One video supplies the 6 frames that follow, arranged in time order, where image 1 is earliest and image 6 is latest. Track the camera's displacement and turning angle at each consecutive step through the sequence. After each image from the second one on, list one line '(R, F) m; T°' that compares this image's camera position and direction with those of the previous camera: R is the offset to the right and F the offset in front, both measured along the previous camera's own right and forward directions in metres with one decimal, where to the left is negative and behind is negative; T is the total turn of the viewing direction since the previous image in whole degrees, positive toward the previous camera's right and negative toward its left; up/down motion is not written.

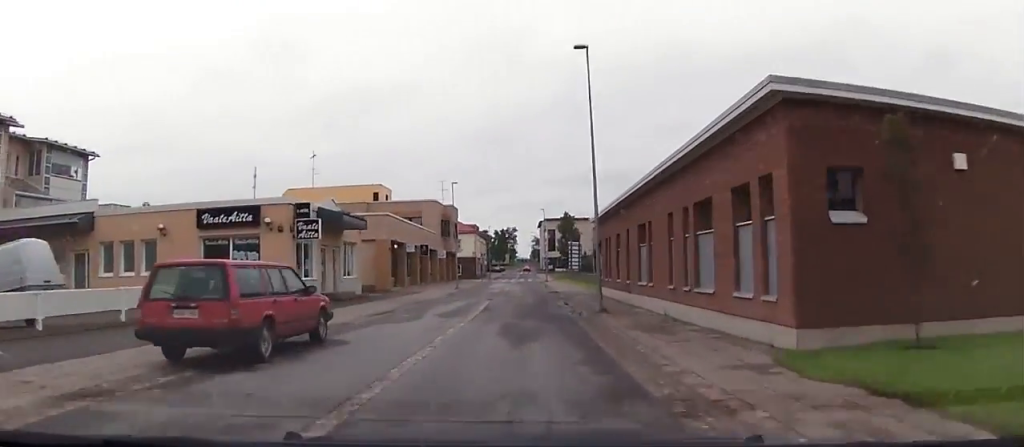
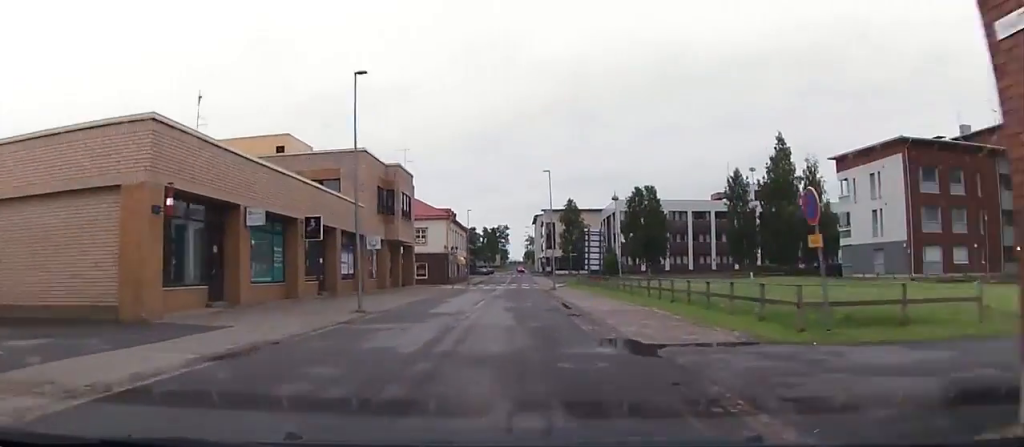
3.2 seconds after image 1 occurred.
(-0.4, +31.1) m; +1°
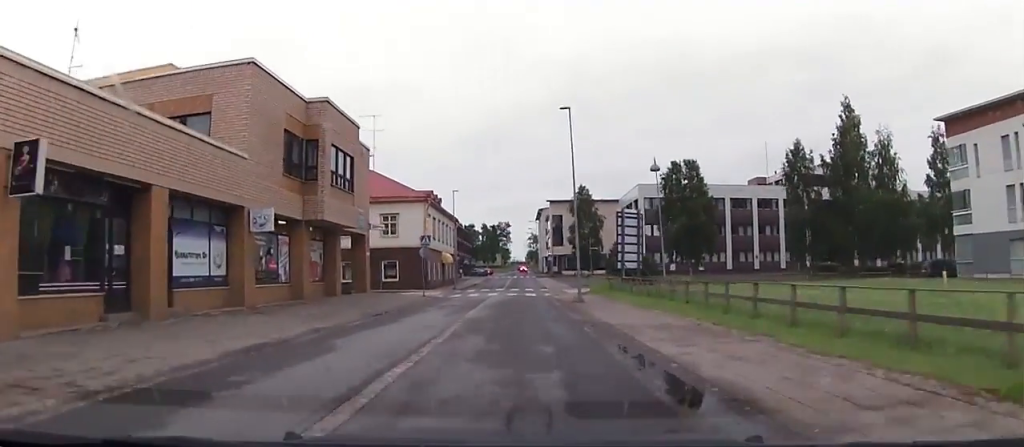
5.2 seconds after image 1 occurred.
(+0.4, +19.1) m; +2°
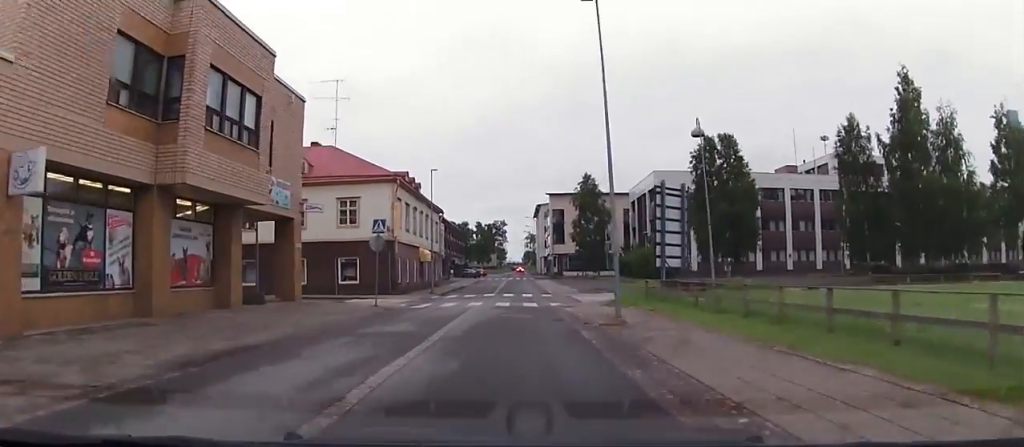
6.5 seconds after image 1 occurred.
(+0.1, +12.3) m; +1°
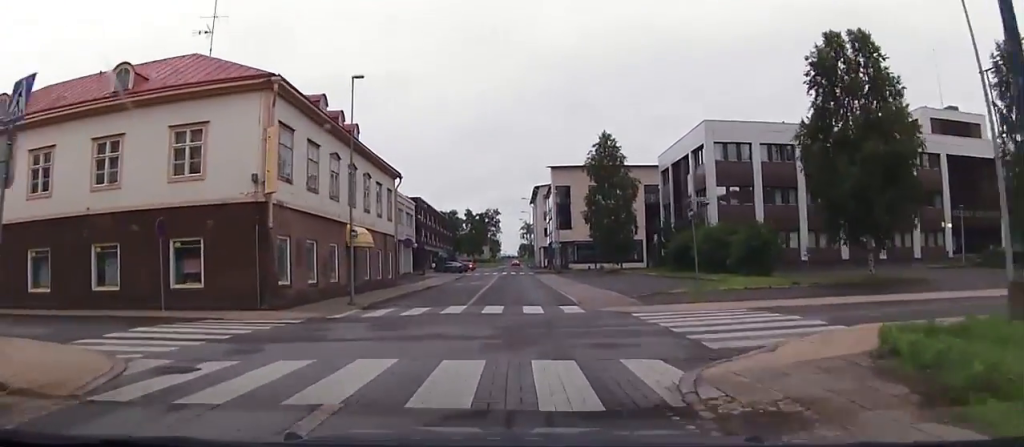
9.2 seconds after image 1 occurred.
(+0.2, +23.8) m; +2°
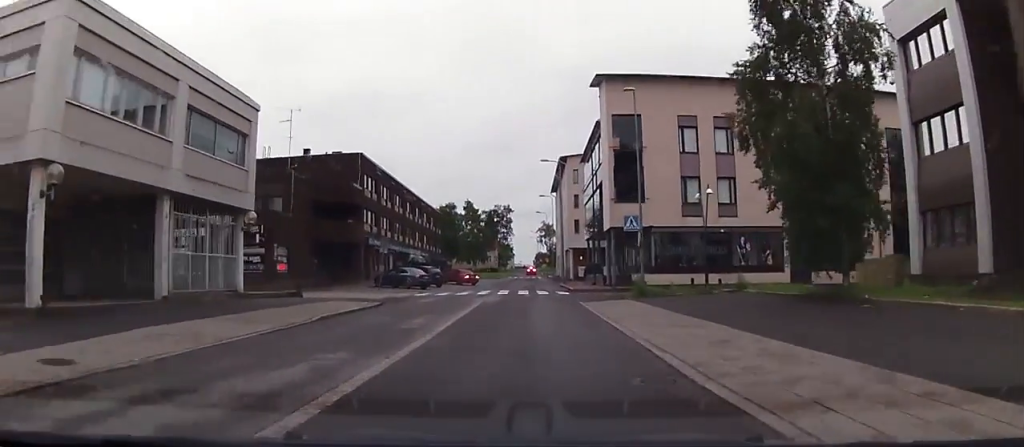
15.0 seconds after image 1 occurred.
(-0.7, +46.0) m; -3°
